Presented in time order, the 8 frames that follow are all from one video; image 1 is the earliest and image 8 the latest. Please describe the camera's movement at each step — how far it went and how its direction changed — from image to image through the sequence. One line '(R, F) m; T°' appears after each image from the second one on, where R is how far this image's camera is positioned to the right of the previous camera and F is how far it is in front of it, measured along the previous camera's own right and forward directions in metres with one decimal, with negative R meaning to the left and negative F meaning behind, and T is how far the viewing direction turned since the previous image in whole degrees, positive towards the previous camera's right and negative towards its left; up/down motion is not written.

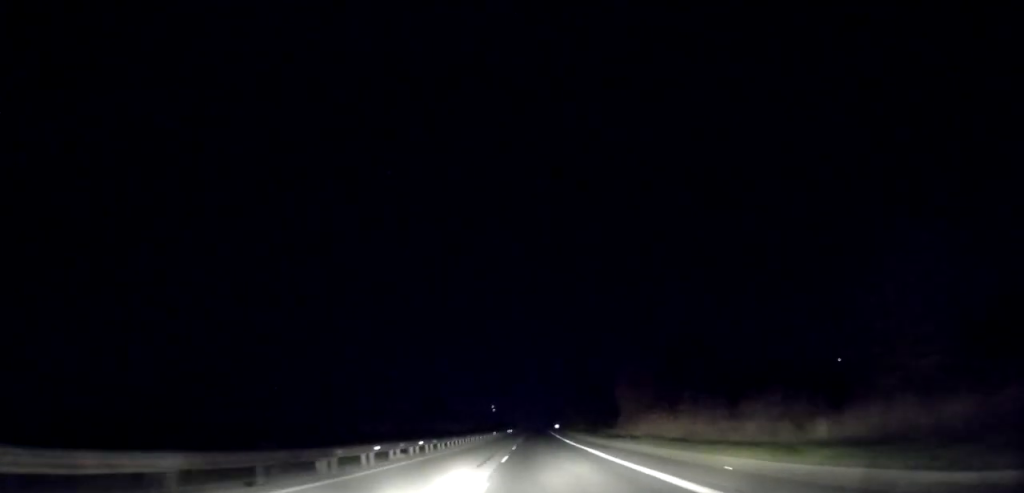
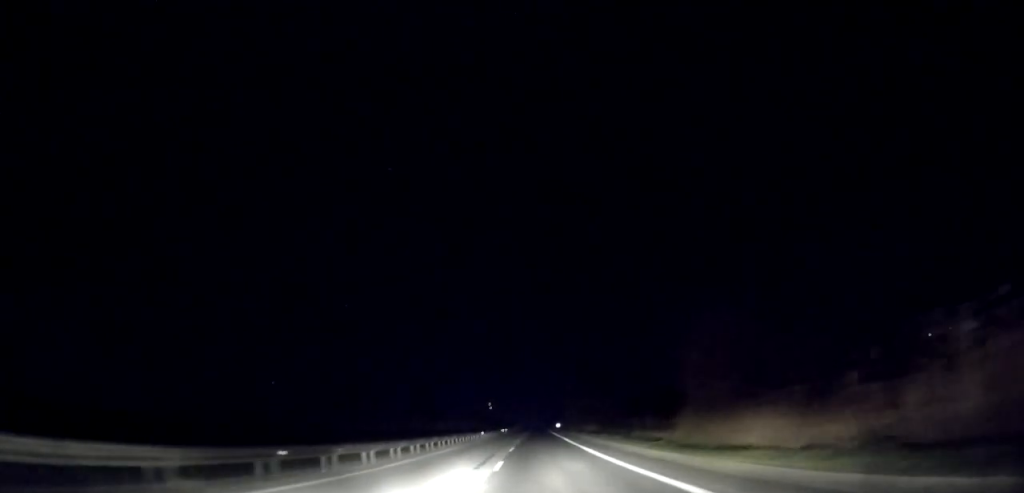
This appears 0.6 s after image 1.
(+0.2, +15.9) m; +1°
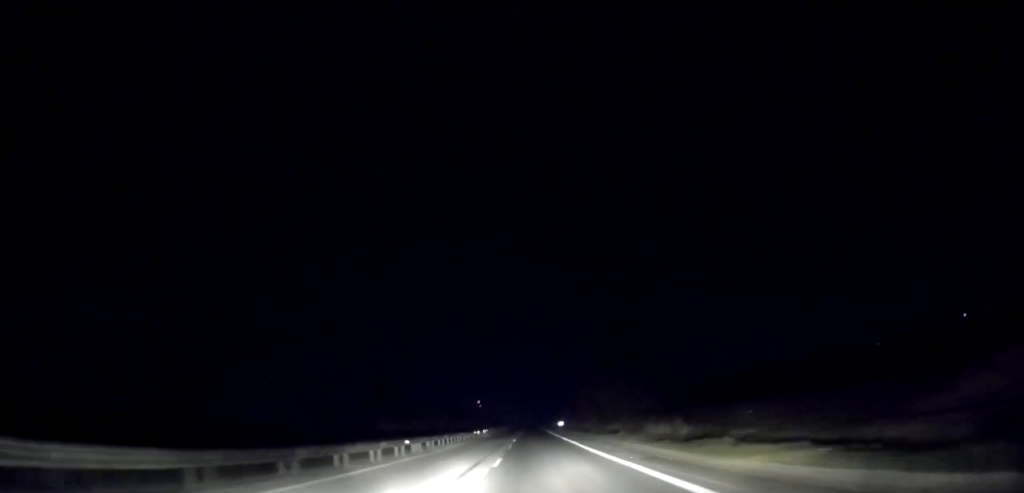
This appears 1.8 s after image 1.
(0.0, +34.3) m; 0°
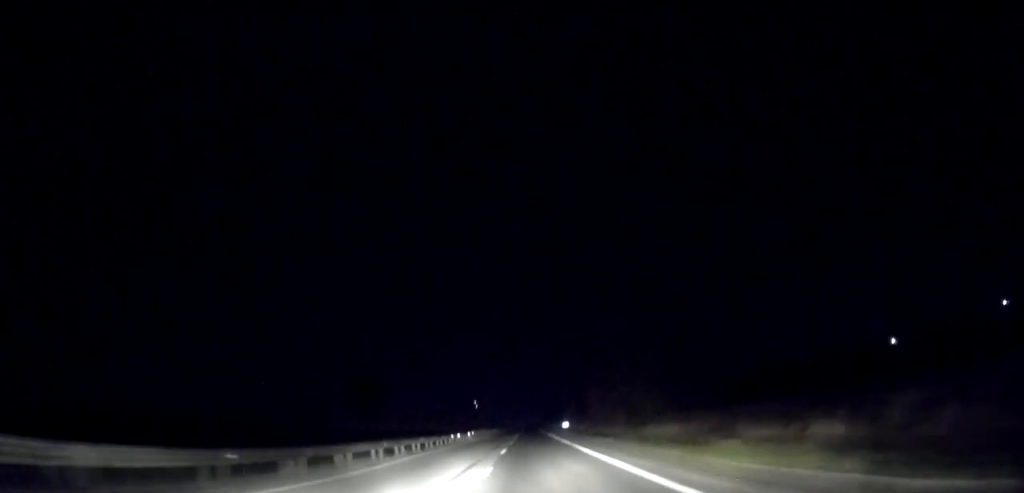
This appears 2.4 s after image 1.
(-0.1, +15.2) m; +1°
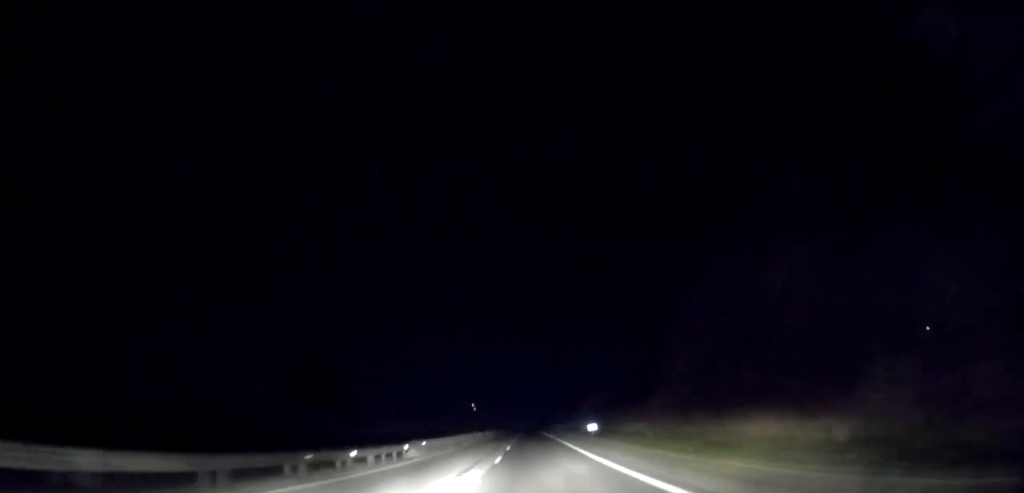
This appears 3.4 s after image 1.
(+0.6, +27.5) m; 0°
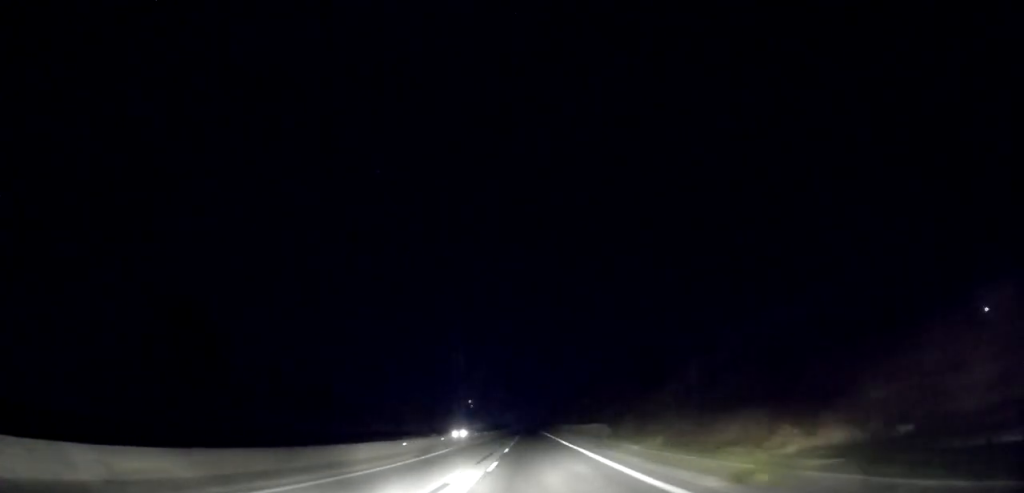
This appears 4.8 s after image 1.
(-0.7, +39.0) m; -1°
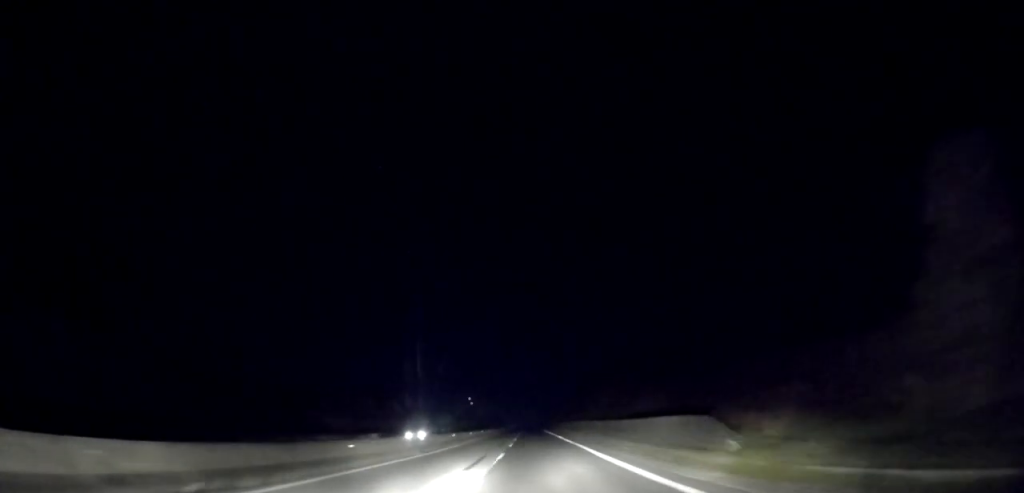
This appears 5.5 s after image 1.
(-0.2, +20.3) m; +1°
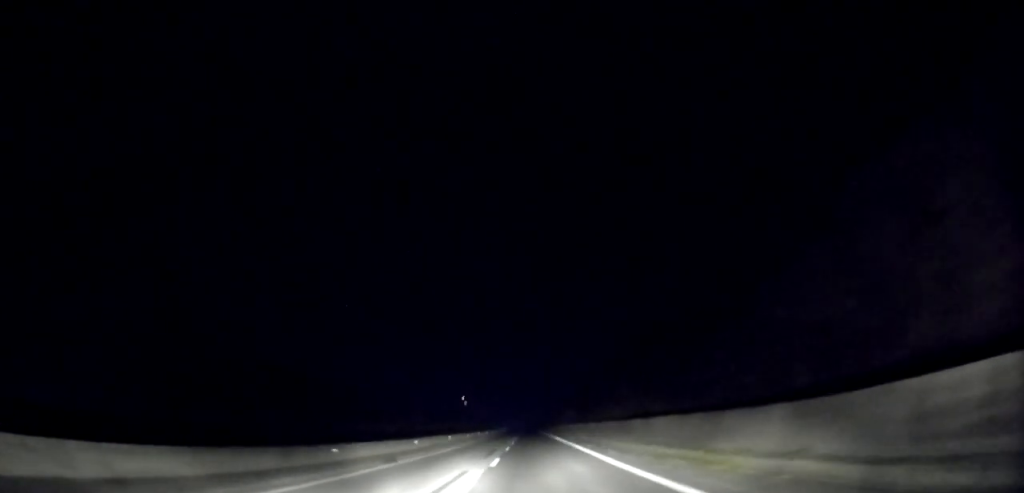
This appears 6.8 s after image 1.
(+1.1, +38.2) m; +1°
